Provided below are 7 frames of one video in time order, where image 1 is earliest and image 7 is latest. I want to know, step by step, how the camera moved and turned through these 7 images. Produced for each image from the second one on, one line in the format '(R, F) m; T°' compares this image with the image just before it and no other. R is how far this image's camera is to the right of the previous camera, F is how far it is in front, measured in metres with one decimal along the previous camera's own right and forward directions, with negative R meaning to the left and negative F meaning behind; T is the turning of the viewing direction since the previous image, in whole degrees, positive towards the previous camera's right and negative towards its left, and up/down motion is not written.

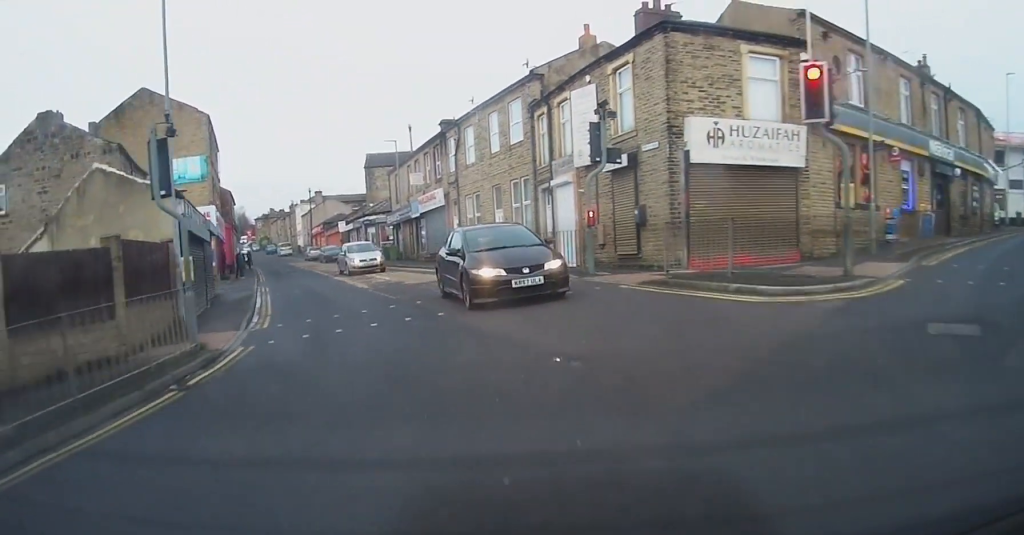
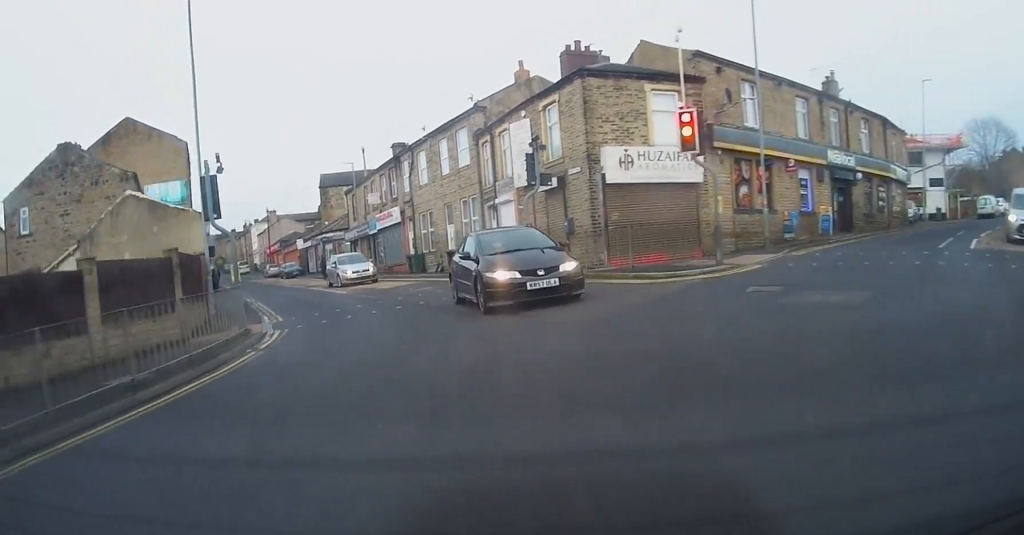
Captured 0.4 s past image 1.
(+0.1, +4.4) m; +5°
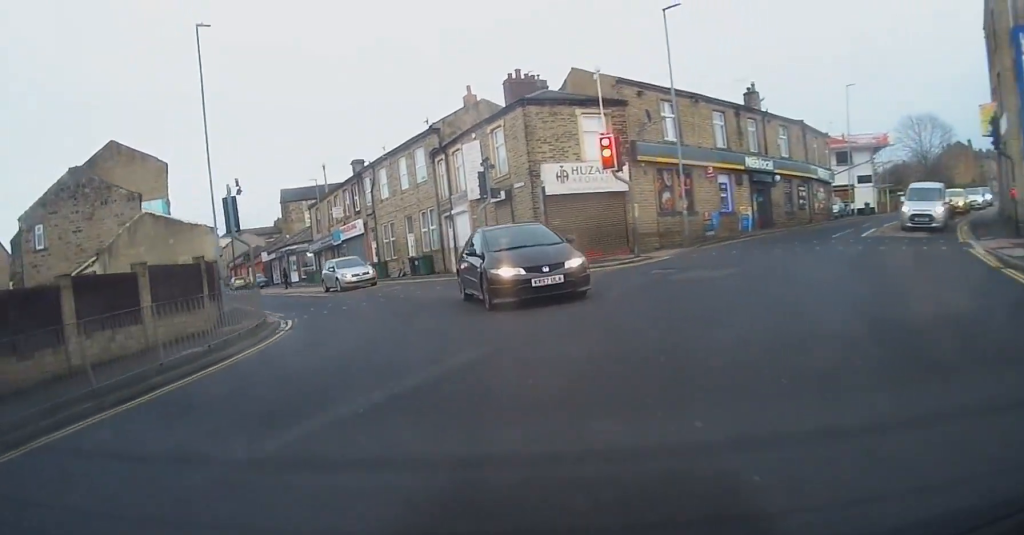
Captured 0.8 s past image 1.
(+0.4, +4.0) m; +4°
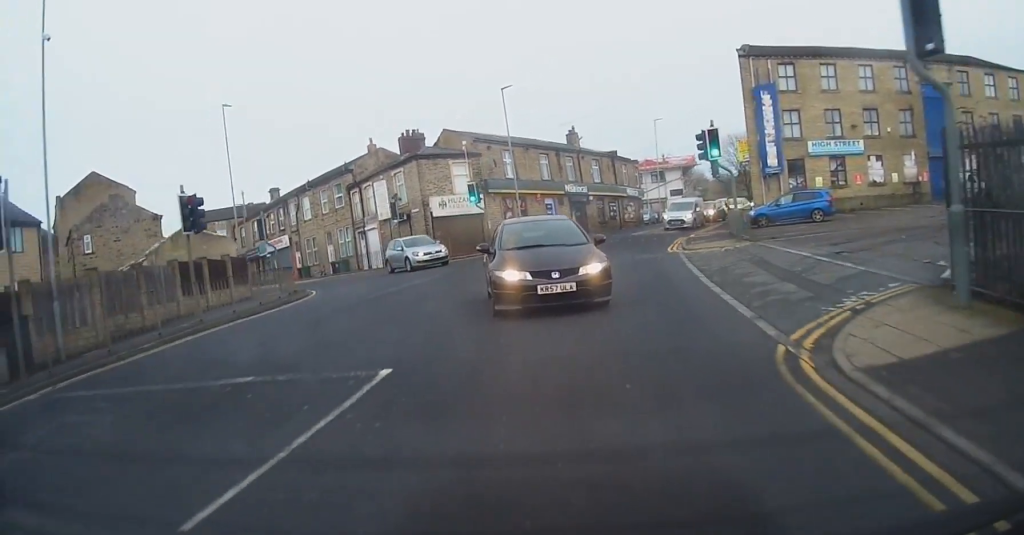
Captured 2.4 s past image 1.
(+1.5, +14.3) m; +10°
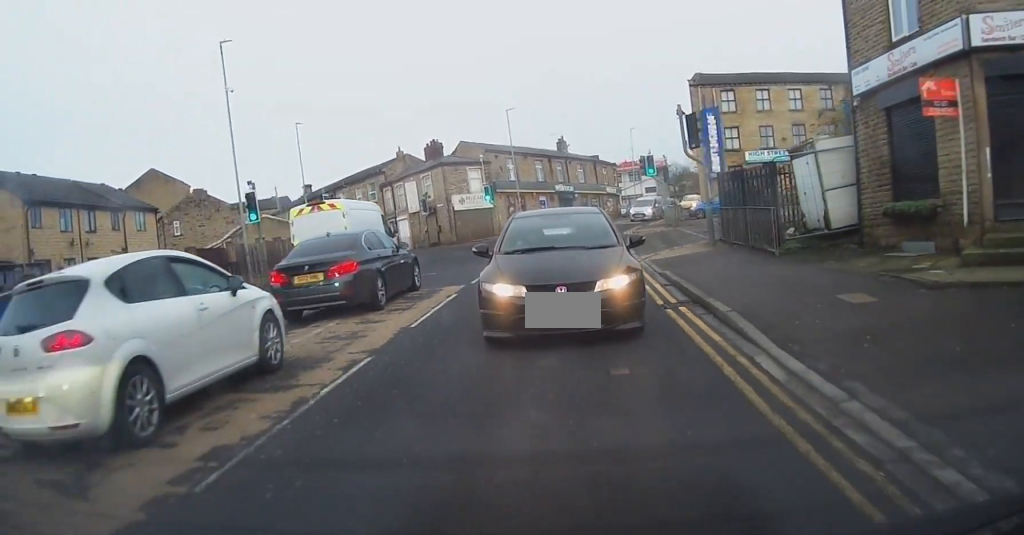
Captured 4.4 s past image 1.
(-0.2, +12.1) m; -1°
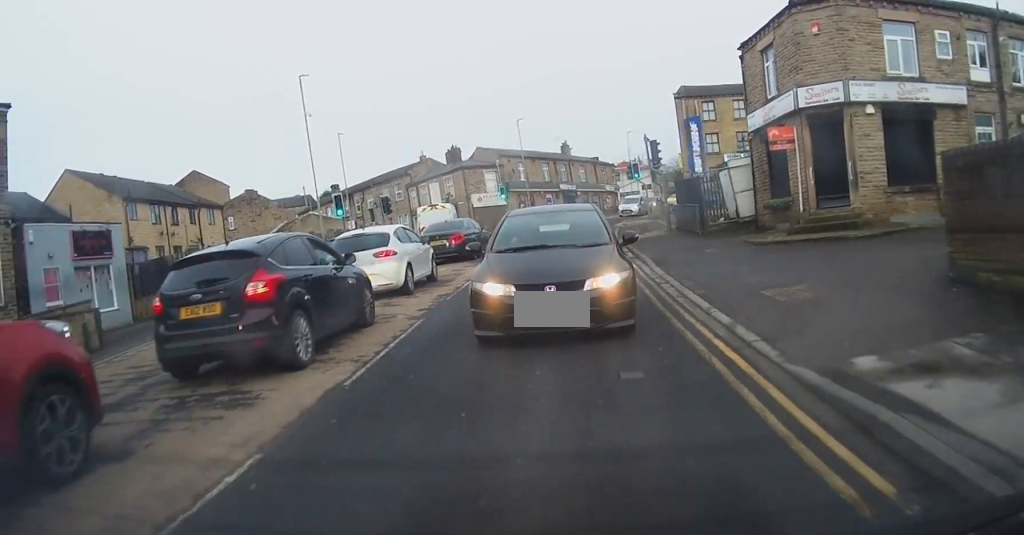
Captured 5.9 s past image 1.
(+0.8, +8.5) m; +5°
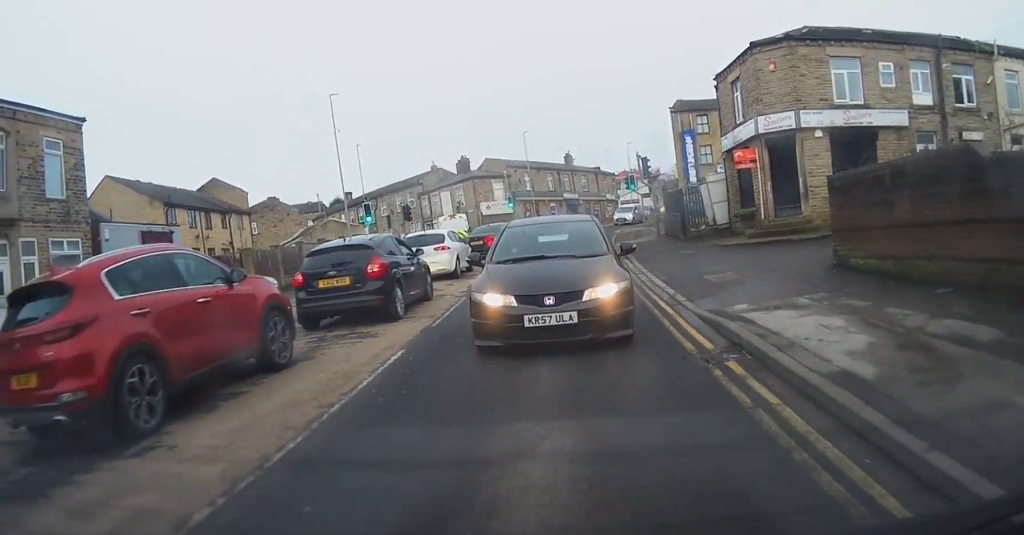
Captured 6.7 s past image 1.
(0.0, +4.1) m; -2°
